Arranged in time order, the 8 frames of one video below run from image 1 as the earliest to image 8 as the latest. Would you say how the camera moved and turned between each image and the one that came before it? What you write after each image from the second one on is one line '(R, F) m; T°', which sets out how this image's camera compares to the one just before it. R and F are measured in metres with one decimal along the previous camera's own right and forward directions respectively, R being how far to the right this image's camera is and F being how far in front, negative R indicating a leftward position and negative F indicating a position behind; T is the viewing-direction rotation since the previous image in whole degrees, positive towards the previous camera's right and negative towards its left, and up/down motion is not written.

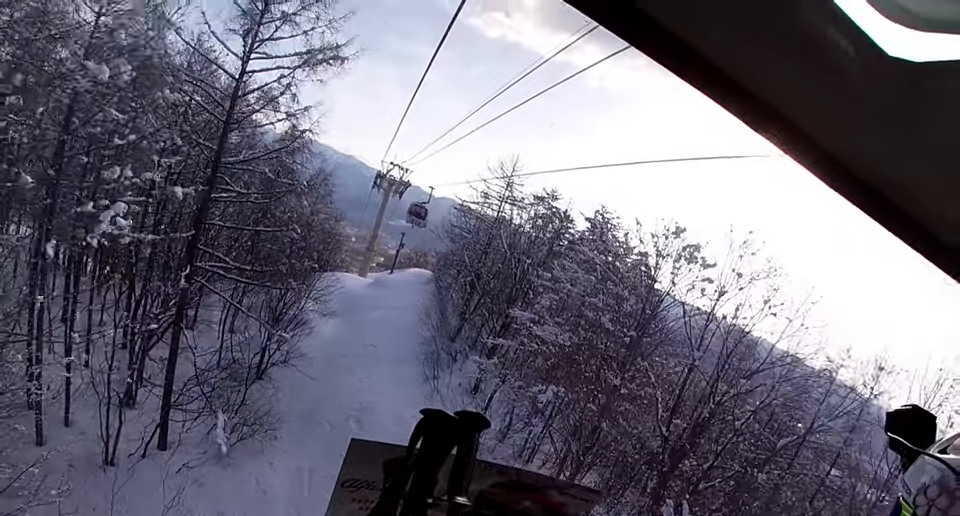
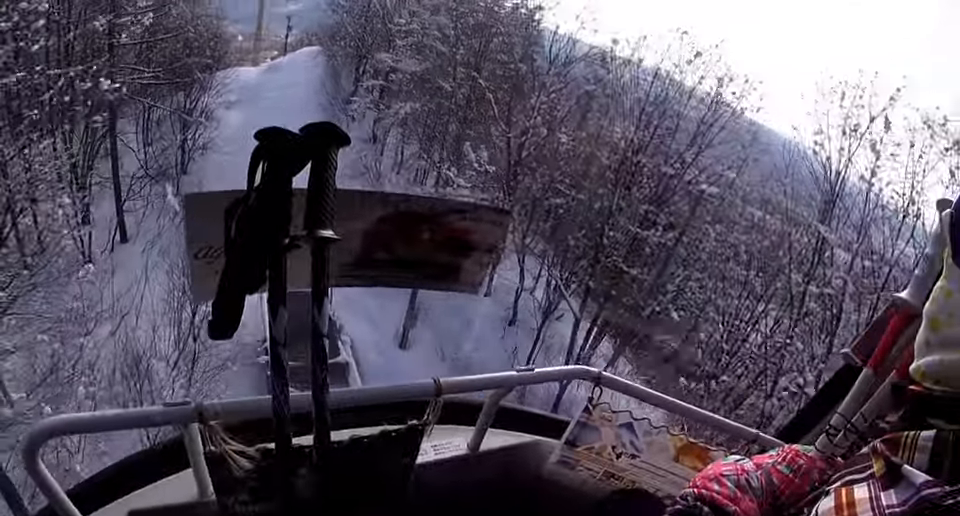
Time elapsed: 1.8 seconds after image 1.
(+0.7, +7.4) m; +5°
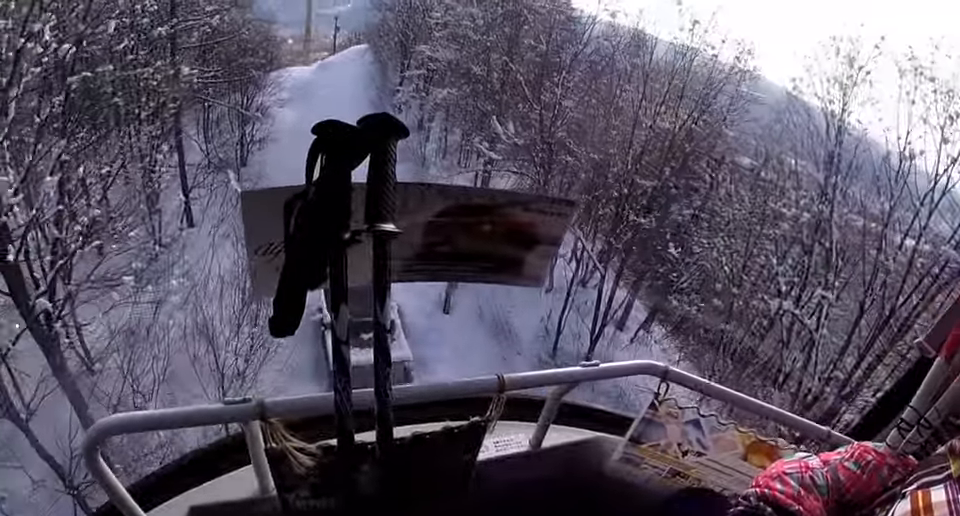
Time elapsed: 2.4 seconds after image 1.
(-0.6, +2.4) m; -3°
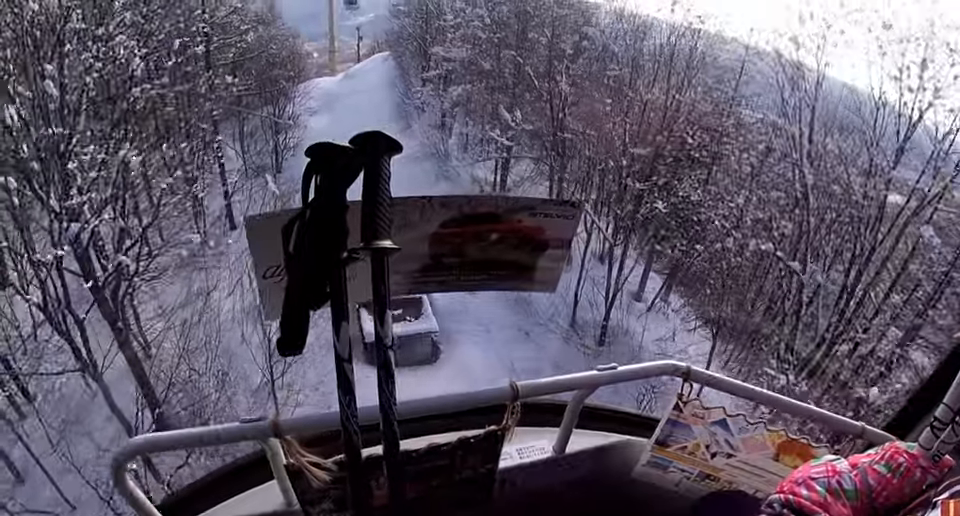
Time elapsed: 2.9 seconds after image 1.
(+0.2, +2.0) m; +6°
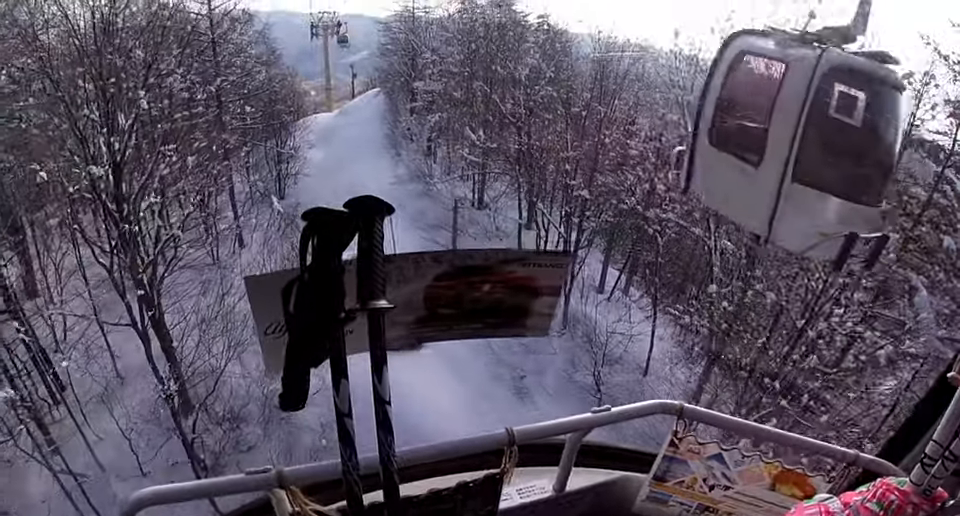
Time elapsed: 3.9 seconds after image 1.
(+0.6, +3.9) m; +11°
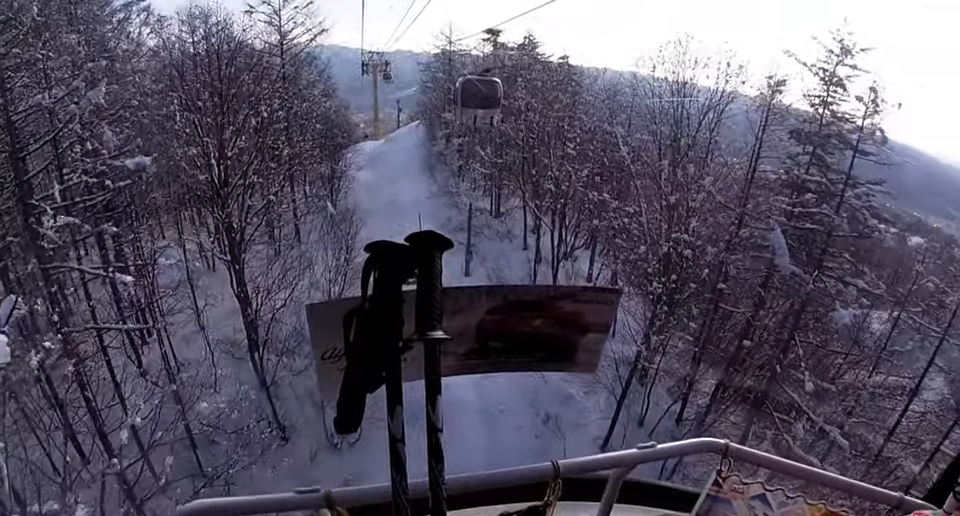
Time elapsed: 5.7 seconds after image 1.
(-0.4, +7.3) m; -15°
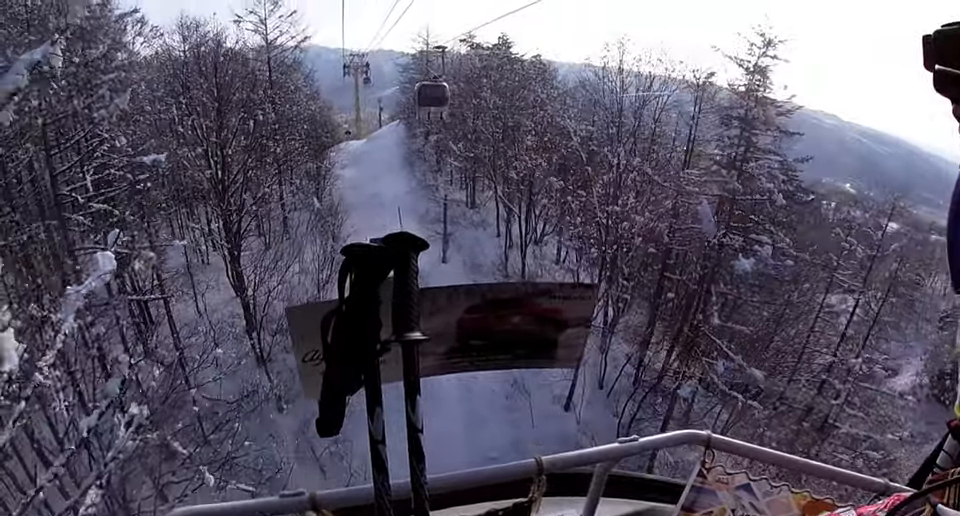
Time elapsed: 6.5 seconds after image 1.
(-0.7, +3.2) m; 0°
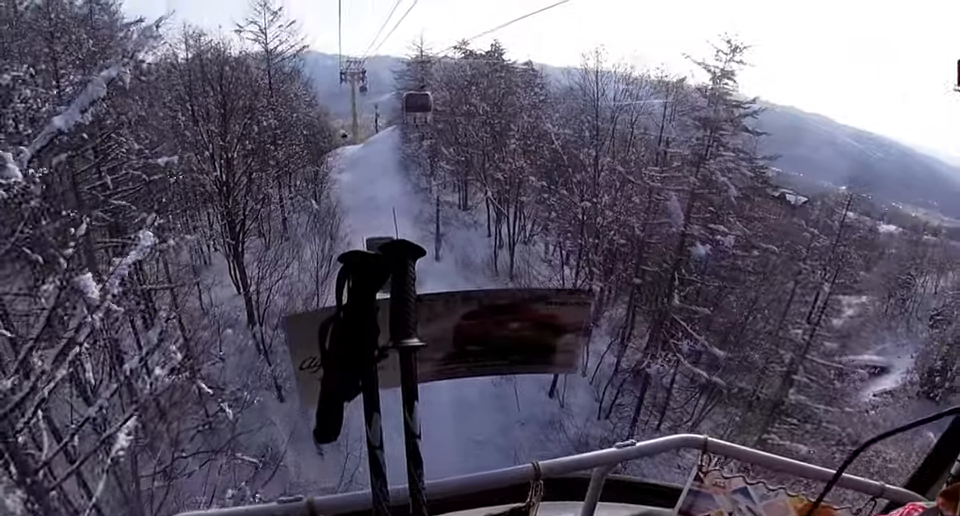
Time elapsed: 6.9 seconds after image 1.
(+0.4, +1.7) m; +7°
